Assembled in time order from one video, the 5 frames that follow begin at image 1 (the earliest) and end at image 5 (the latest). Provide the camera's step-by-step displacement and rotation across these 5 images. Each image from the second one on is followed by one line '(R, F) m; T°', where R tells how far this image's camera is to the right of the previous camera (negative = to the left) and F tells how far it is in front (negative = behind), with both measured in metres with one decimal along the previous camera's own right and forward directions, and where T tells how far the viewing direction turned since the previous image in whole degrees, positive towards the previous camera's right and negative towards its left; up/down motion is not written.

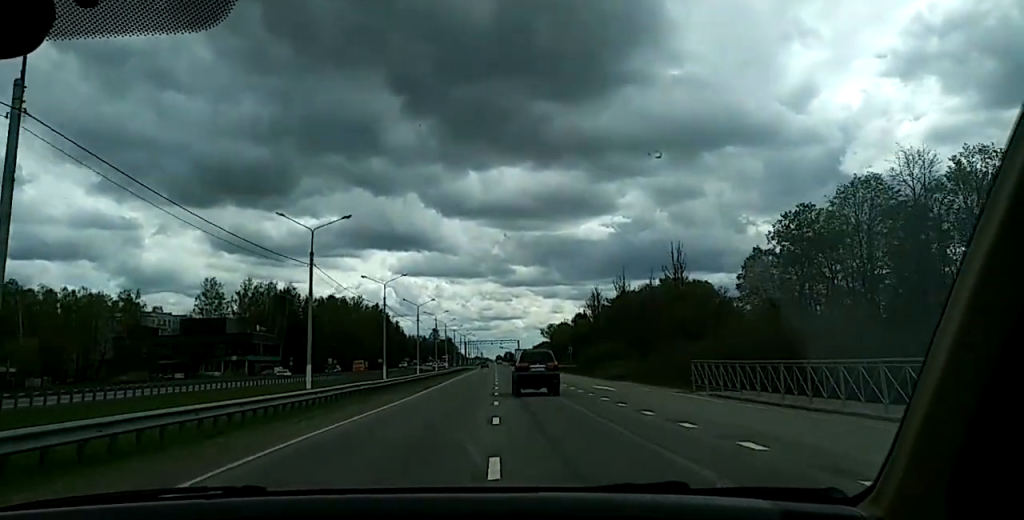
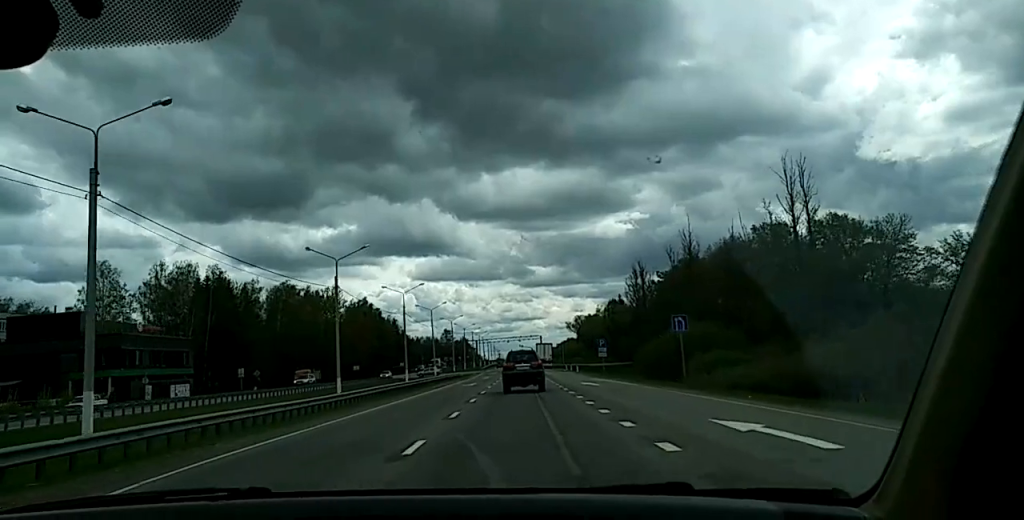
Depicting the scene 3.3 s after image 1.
(-0.8, +58.2) m; -2°
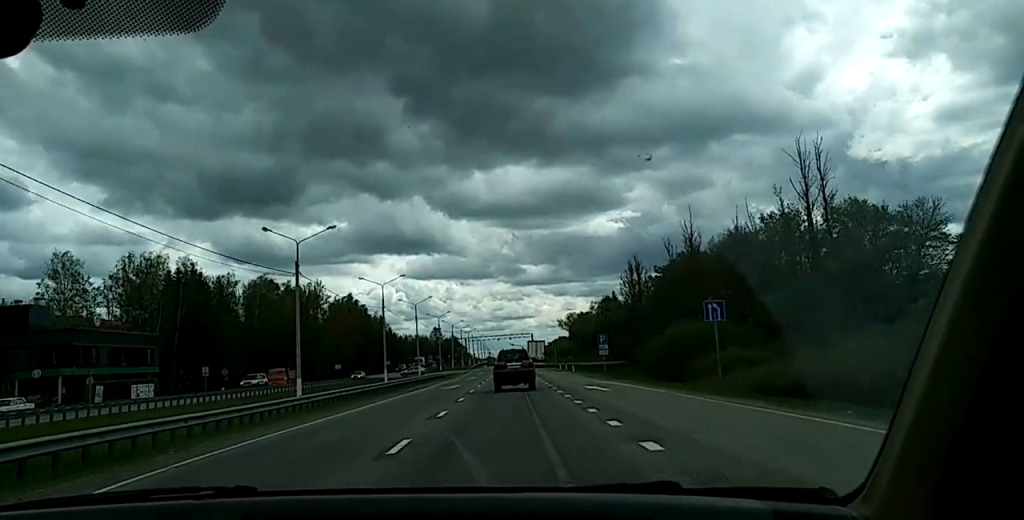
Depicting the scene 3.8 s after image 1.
(0.0, +7.8) m; 0°
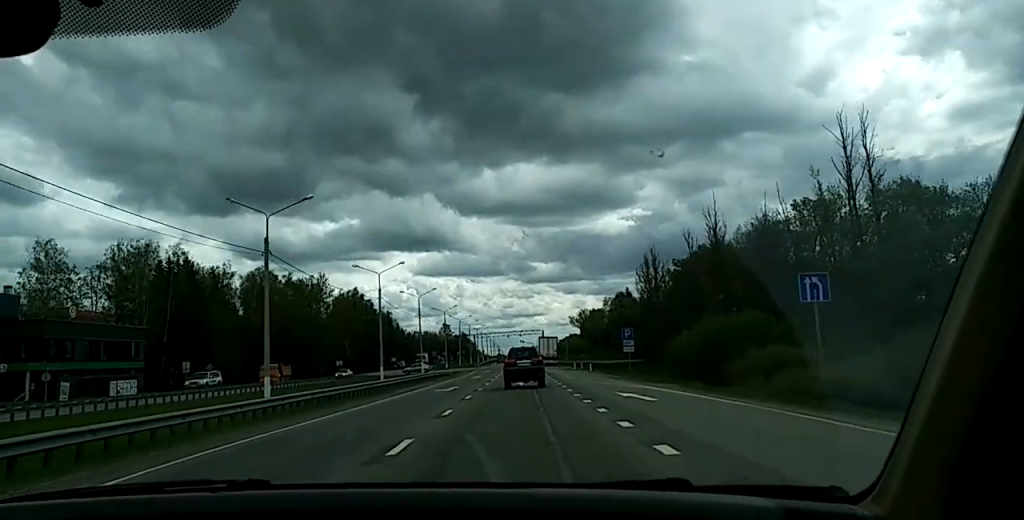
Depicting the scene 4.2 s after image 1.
(+0.1, +8.5) m; 0°
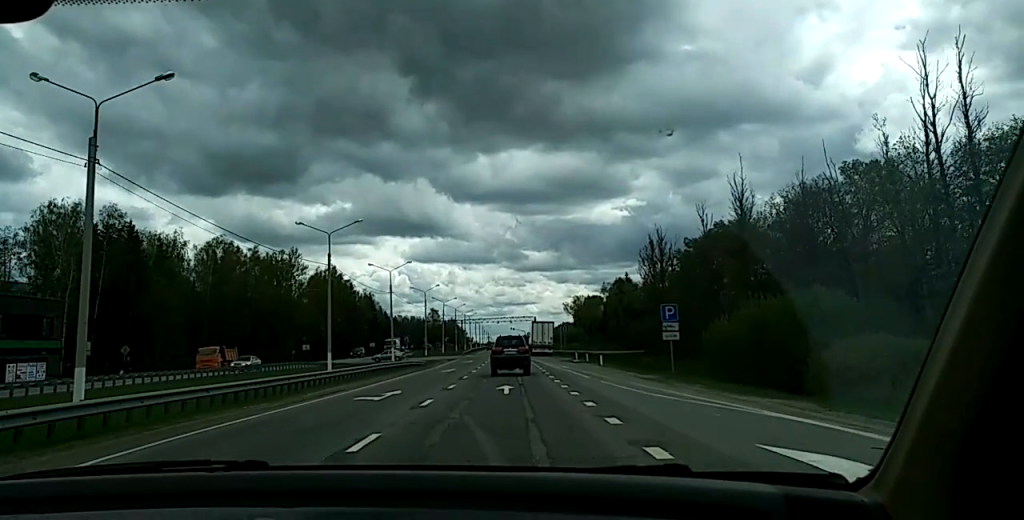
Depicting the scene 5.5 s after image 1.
(-0.1, +22.8) m; -1°
